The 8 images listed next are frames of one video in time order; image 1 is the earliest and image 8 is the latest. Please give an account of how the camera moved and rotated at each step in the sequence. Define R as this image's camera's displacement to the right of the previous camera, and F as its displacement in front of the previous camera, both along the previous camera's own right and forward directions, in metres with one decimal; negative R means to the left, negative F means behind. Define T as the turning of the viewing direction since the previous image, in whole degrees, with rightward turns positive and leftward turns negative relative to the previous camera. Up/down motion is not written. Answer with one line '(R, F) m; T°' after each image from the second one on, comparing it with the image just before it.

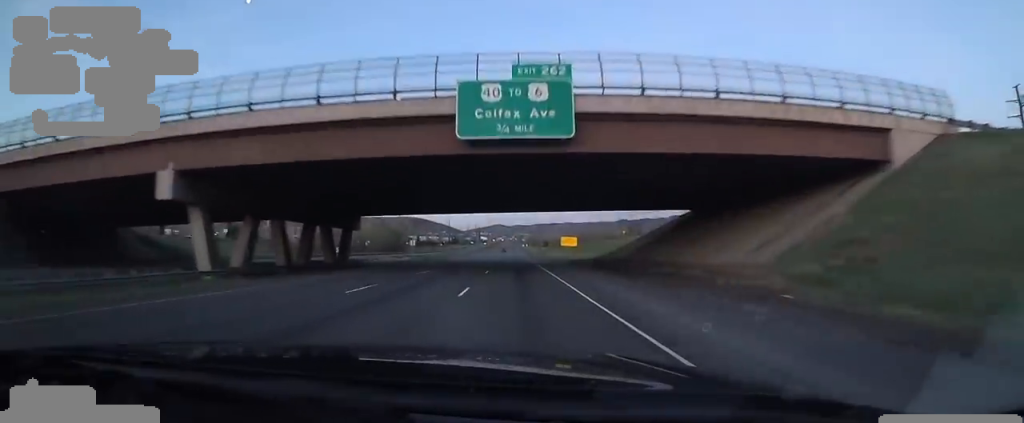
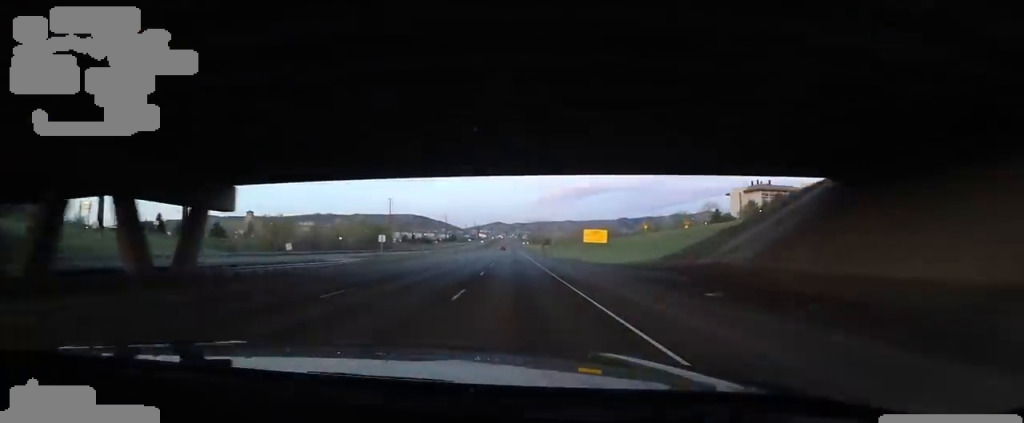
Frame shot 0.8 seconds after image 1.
(-0.1, +25.6) m; 0°
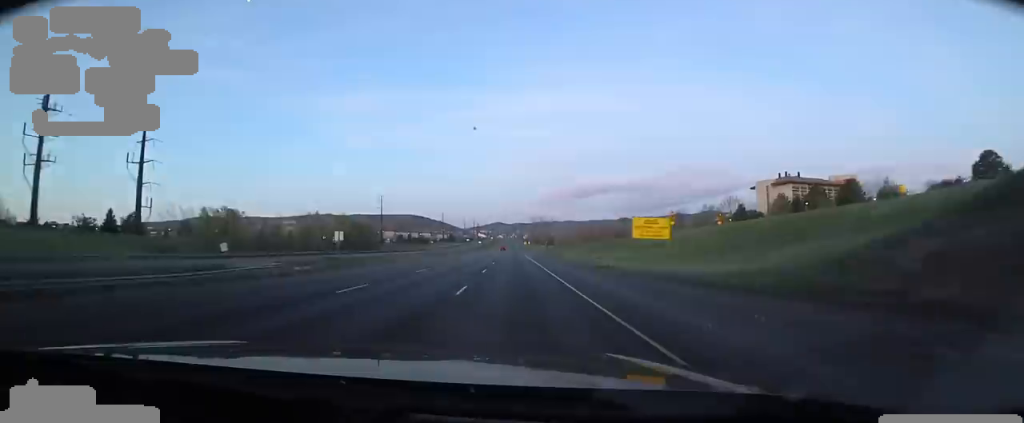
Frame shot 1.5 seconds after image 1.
(0.0, +21.4) m; 0°
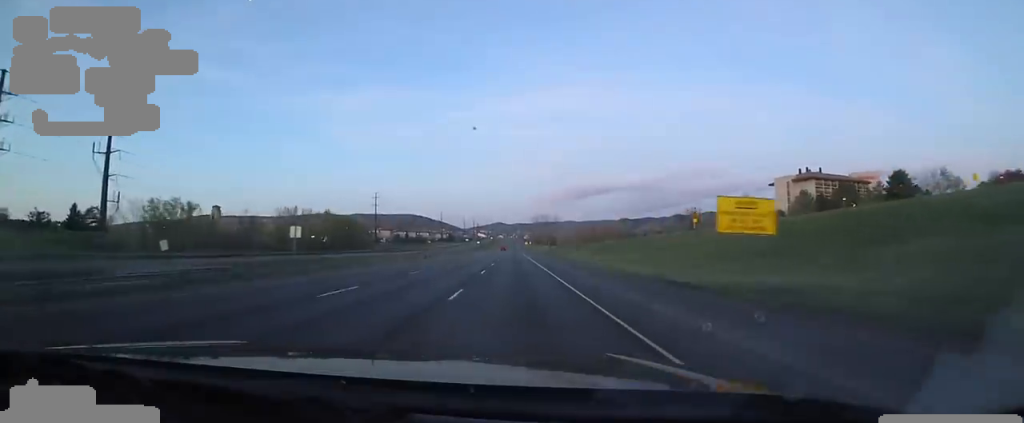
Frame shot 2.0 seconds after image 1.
(0.0, +13.3) m; 0°
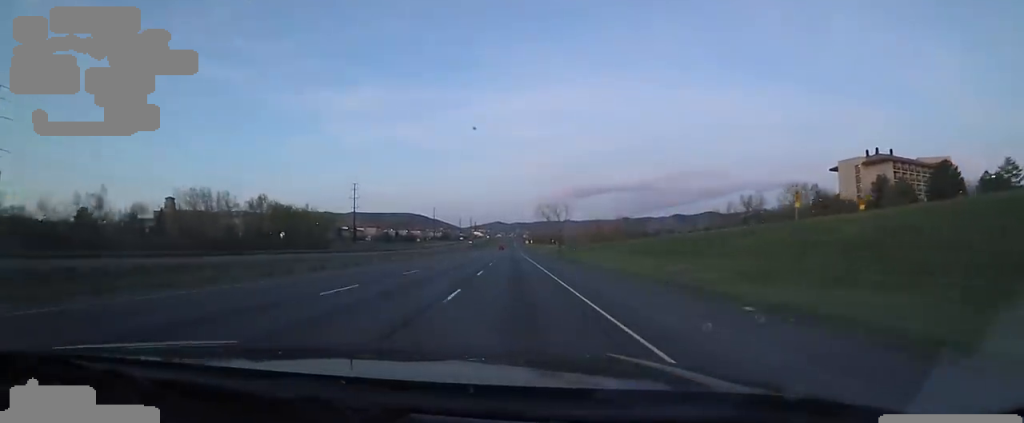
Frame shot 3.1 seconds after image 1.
(0.0, +35.9) m; 0°
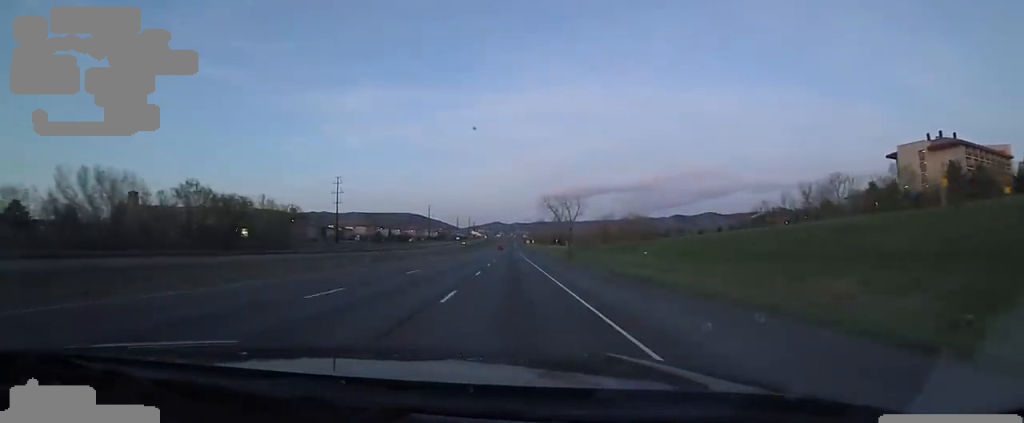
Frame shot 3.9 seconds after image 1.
(-0.1, +23.7) m; 0°
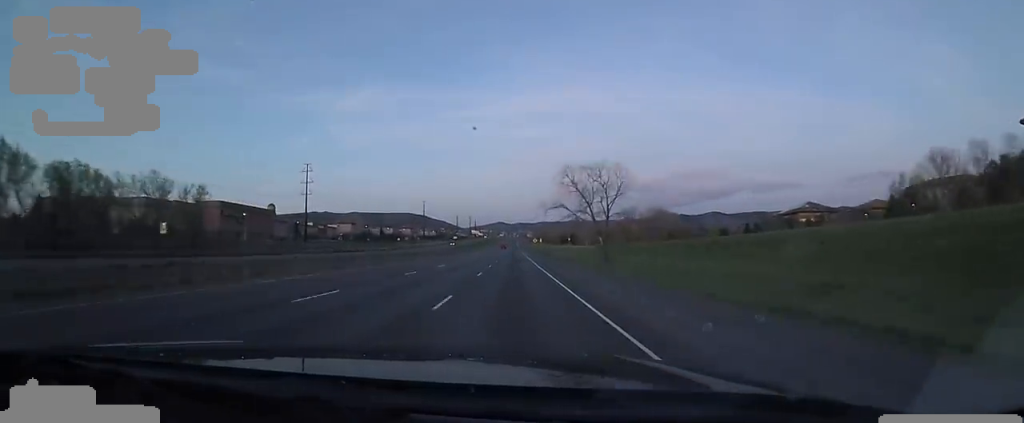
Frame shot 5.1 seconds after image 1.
(0.0, +36.7) m; 0°
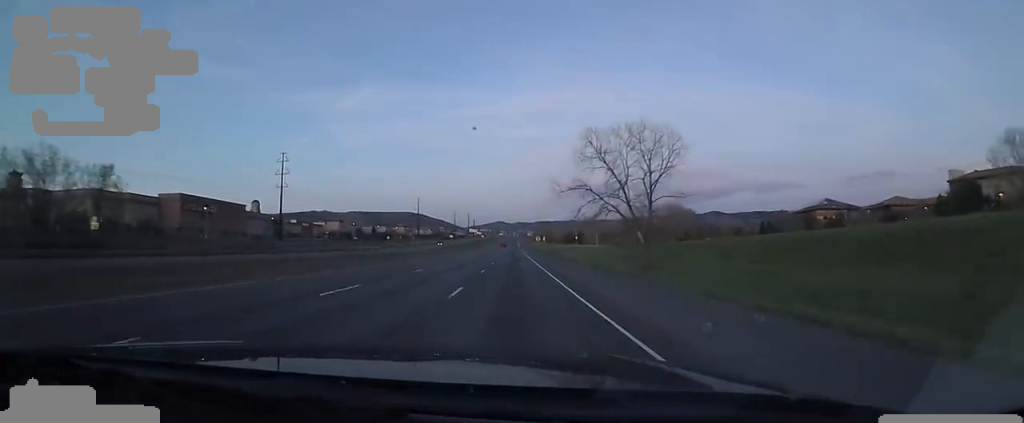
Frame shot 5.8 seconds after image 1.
(0.0, +20.0) m; 0°
